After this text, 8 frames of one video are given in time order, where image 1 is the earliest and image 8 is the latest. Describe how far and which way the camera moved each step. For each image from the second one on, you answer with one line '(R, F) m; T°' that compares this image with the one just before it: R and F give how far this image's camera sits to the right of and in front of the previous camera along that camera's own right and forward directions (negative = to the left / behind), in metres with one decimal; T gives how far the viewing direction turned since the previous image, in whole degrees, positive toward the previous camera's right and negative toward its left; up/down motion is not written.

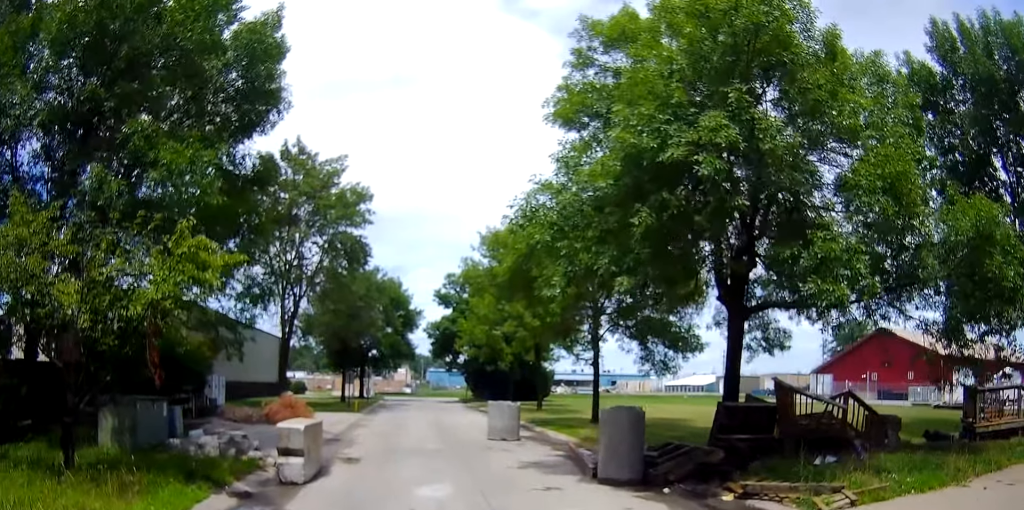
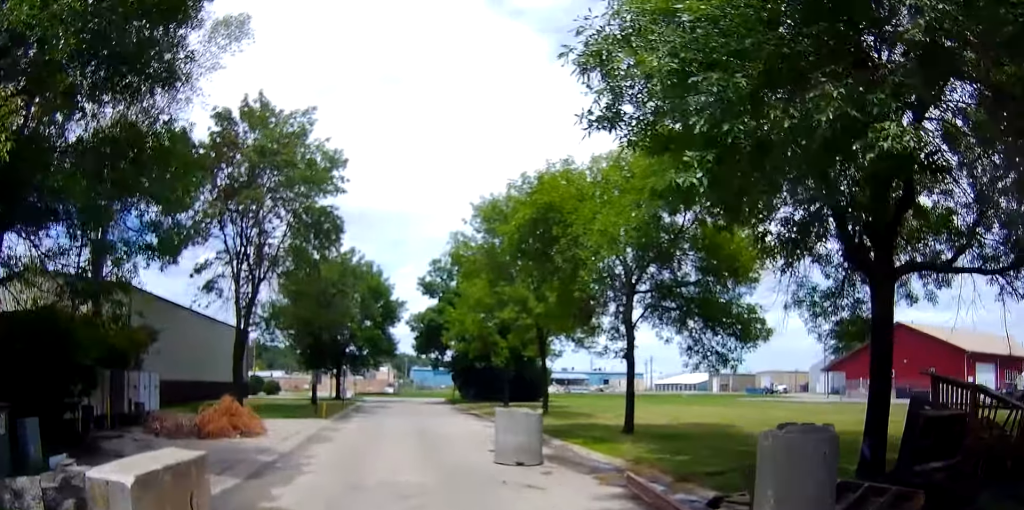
(0.0, +5.1) m; 0°
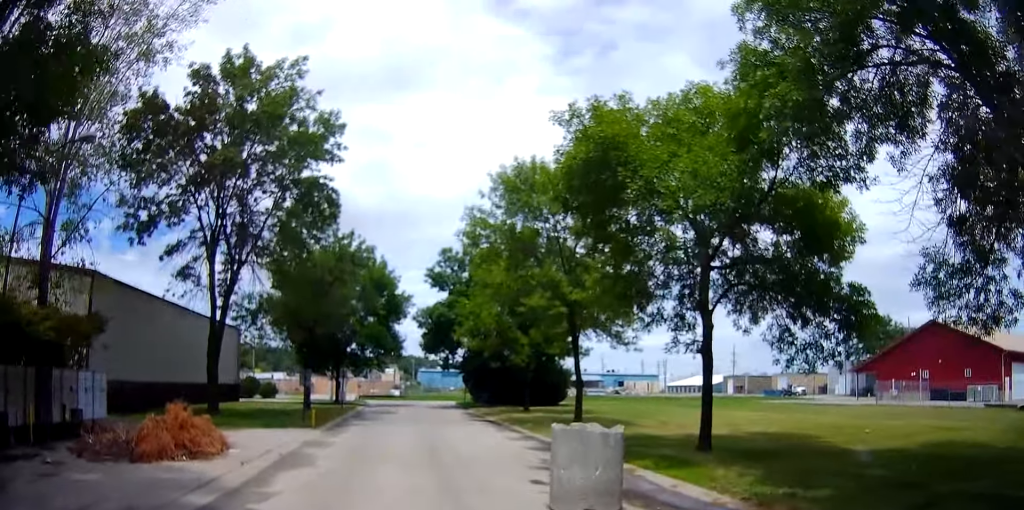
(0.0, +3.8) m; 0°
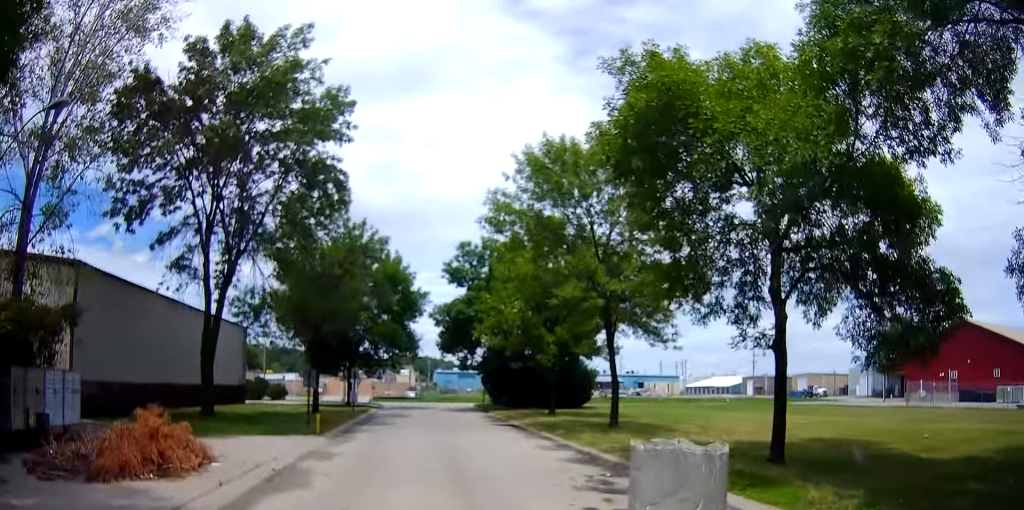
(0.0, +1.9) m; 0°
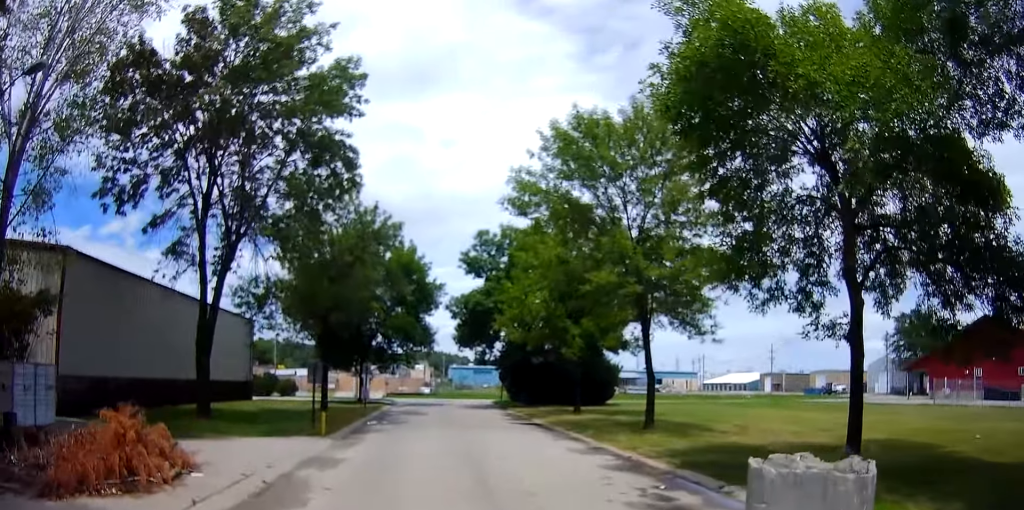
(0.0, +1.7) m; 0°
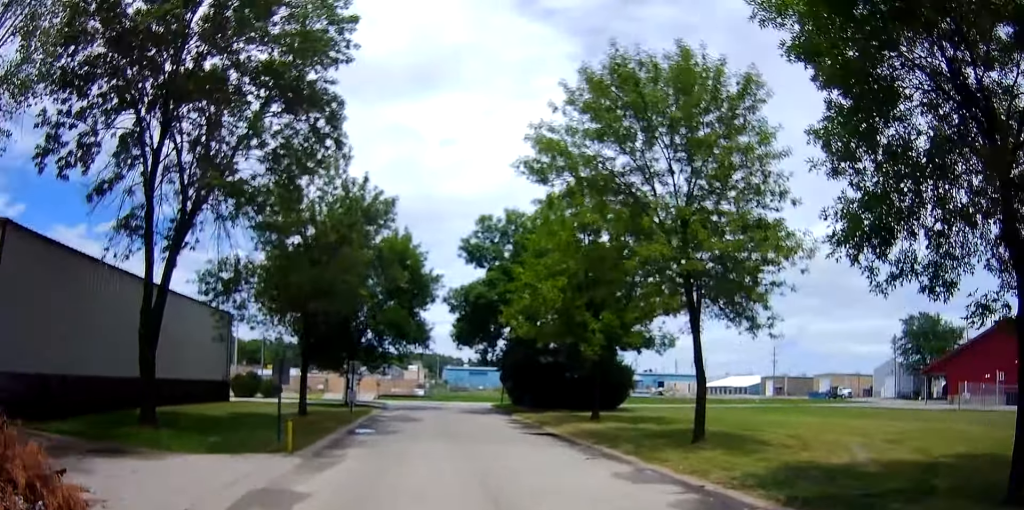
(0.0, +3.5) m; 0°
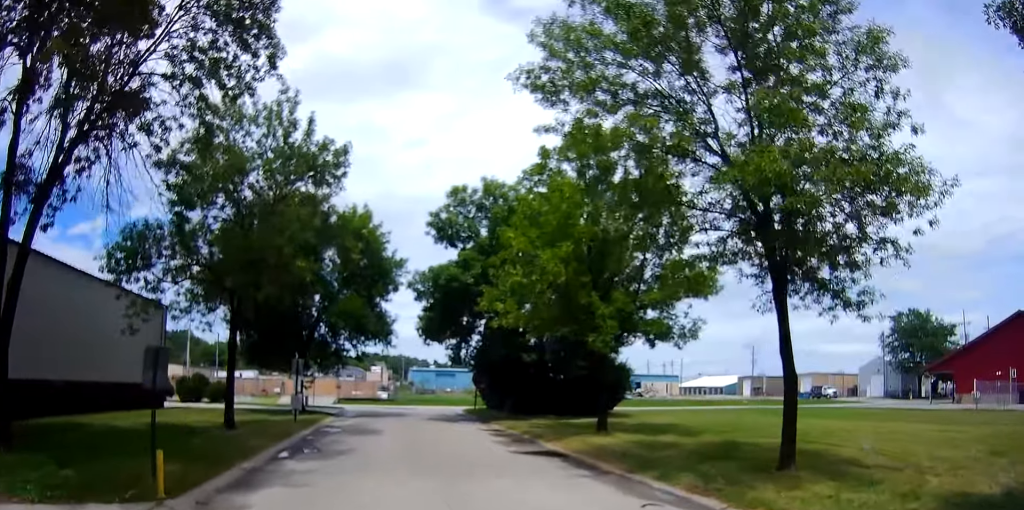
(0.0, +4.7) m; 0°
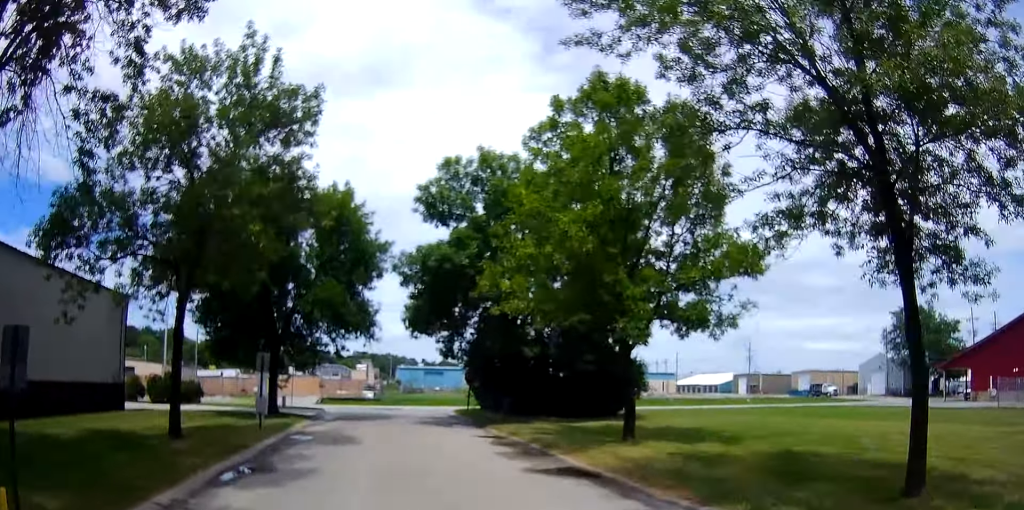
(0.0, +3.1) m; 0°
